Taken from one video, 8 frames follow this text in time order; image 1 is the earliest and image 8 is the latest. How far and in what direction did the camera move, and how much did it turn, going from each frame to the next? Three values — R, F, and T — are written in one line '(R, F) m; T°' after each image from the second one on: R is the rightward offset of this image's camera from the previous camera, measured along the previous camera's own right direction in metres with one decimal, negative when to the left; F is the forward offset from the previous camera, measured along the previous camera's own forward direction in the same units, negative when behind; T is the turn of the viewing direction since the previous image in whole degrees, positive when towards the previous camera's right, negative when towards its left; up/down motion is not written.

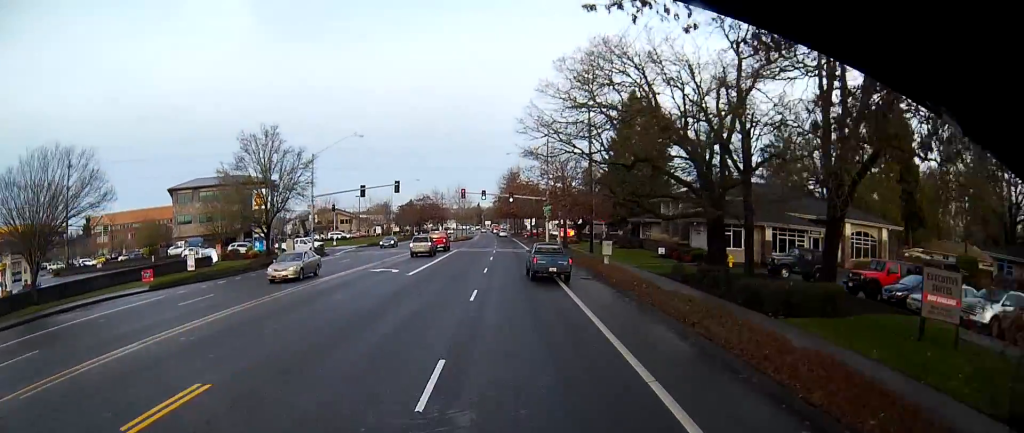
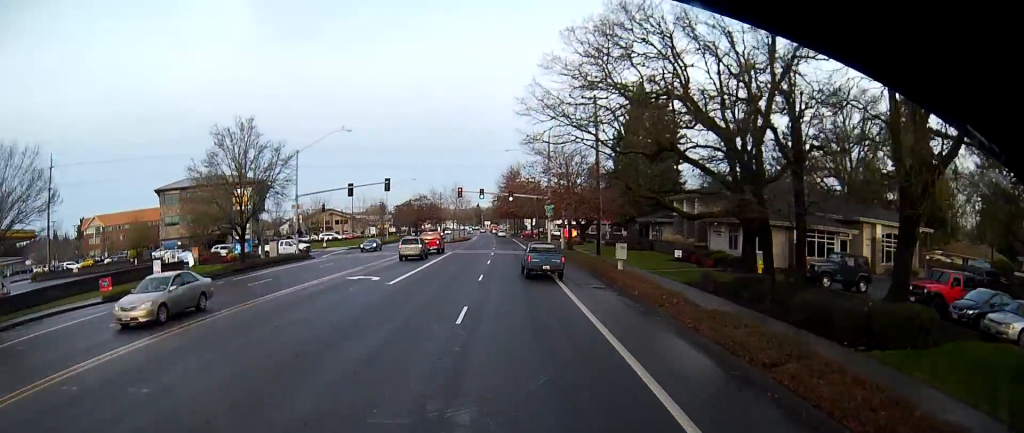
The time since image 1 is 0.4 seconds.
(+0.3, +4.6) m; 0°
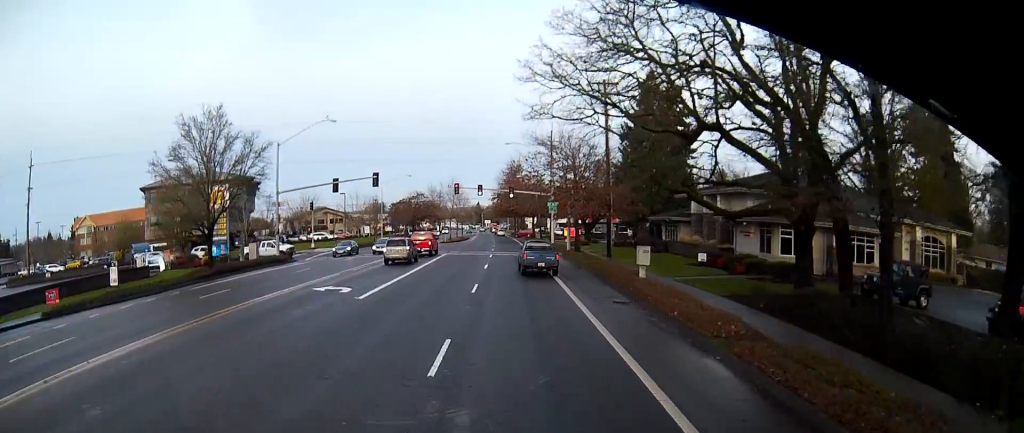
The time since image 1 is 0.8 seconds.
(-0.1, +5.2) m; -1°
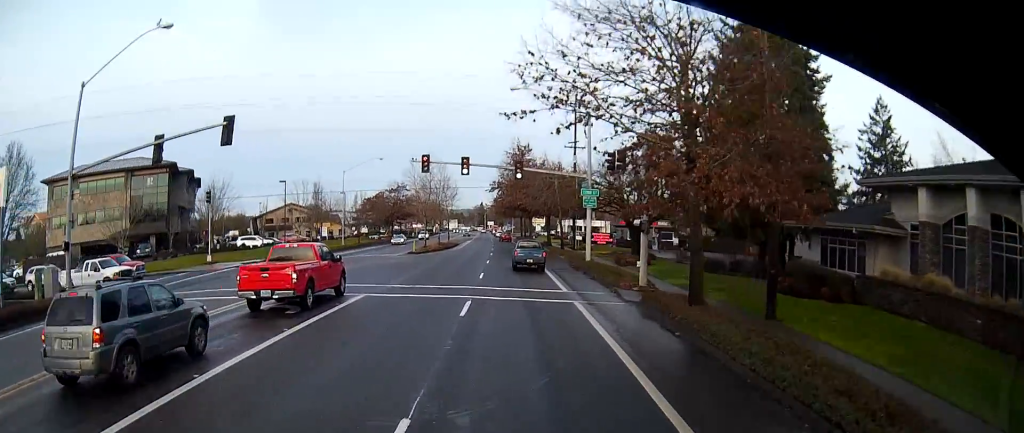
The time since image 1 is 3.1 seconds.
(-0.5, +29.1) m; 0°
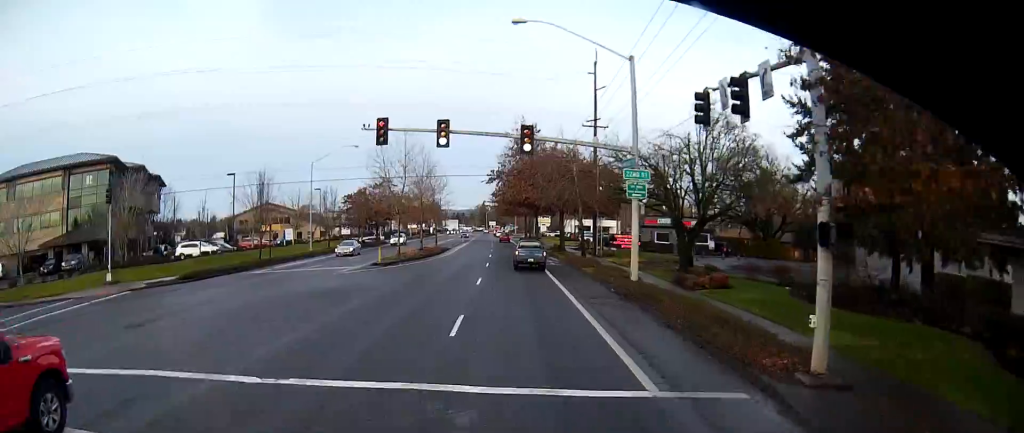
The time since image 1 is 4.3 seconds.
(-0.1, +15.0) m; 0°
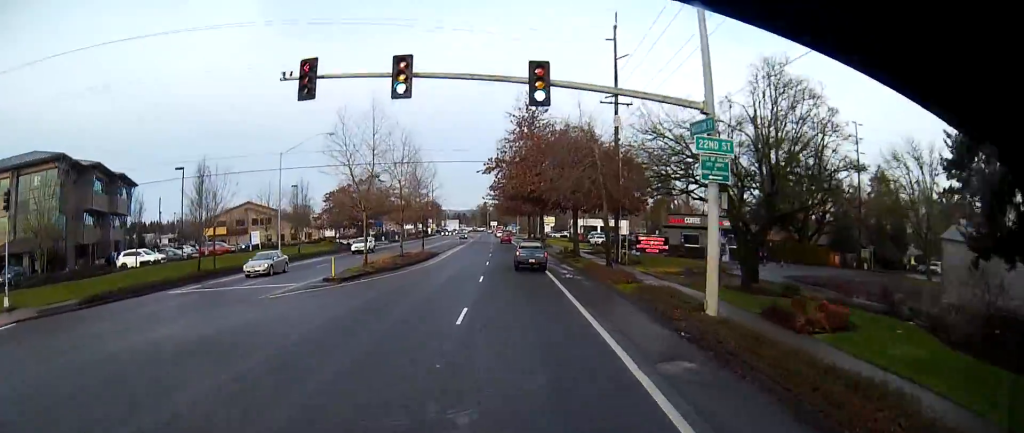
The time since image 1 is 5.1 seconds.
(+0.1, +10.7) m; 0°
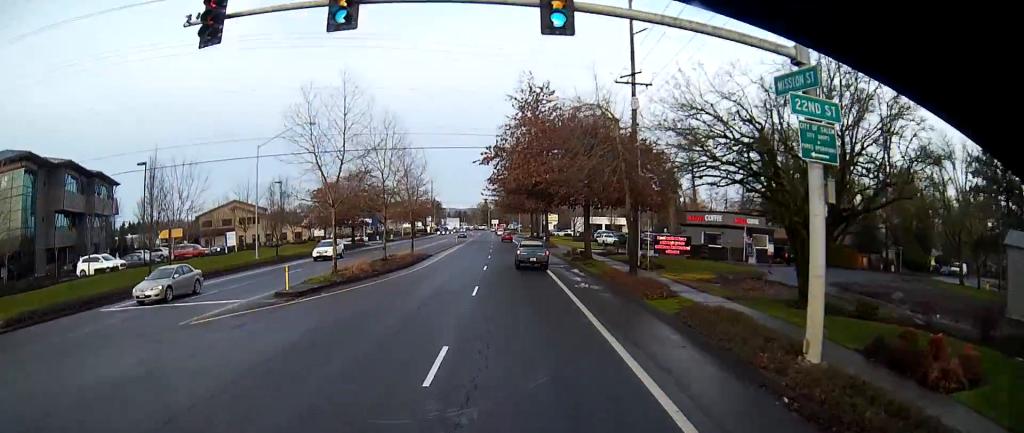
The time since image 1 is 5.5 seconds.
(+0.2, +6.2) m; 0°
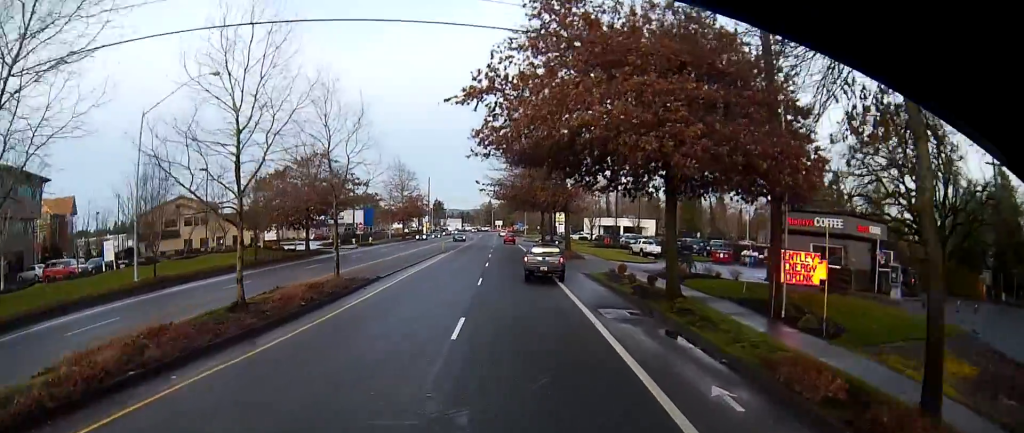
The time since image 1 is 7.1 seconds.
(-0.5, +20.4) m; -1°
